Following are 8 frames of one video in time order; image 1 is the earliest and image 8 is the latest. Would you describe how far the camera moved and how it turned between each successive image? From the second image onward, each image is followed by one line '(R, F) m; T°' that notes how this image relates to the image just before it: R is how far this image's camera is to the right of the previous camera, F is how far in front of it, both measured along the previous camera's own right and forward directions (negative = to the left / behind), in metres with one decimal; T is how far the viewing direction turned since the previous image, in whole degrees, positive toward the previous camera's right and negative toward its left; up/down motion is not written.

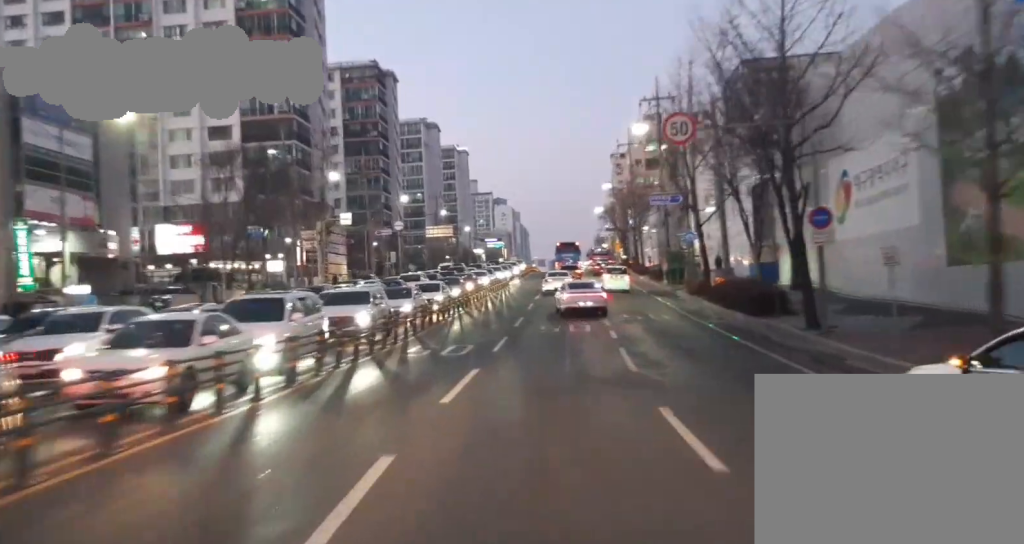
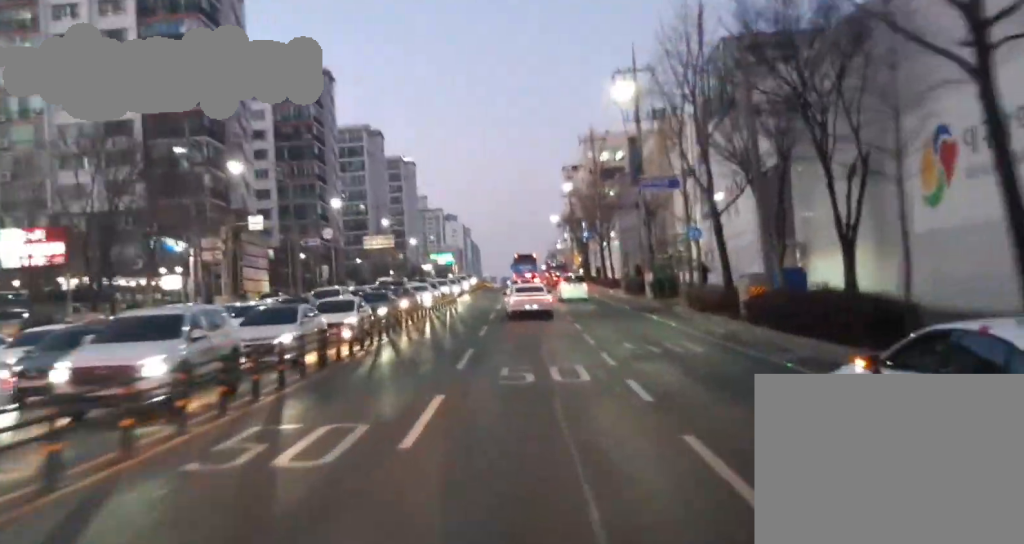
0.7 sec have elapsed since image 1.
(+0.2, +14.0) m; +1°
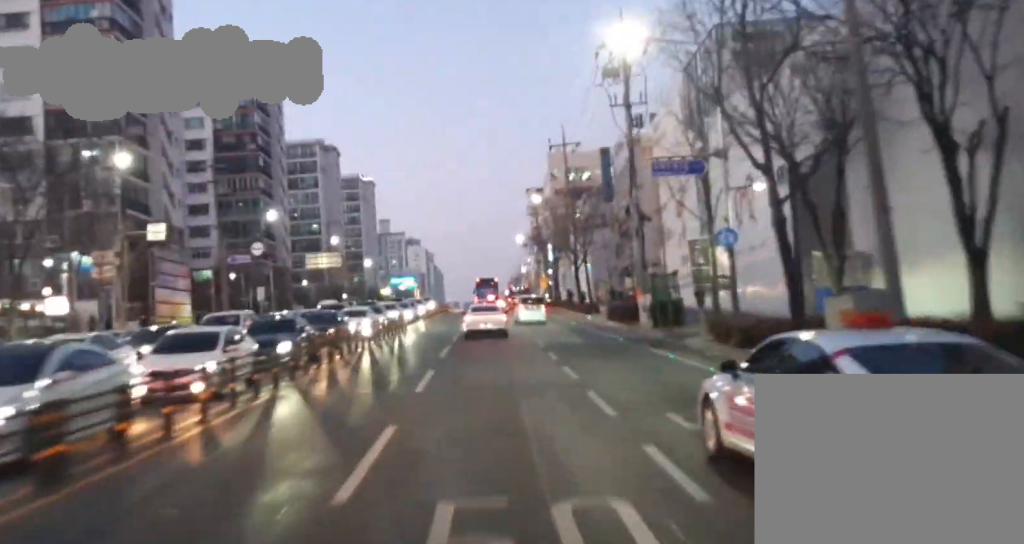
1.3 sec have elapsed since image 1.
(0.0, +11.7) m; 0°
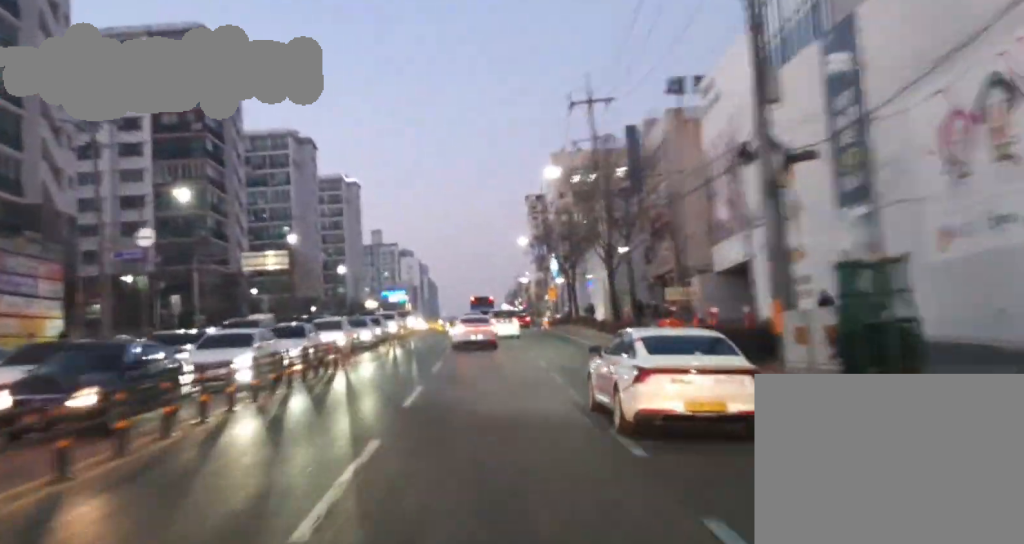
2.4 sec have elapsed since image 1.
(+0.3, +21.5) m; +4°
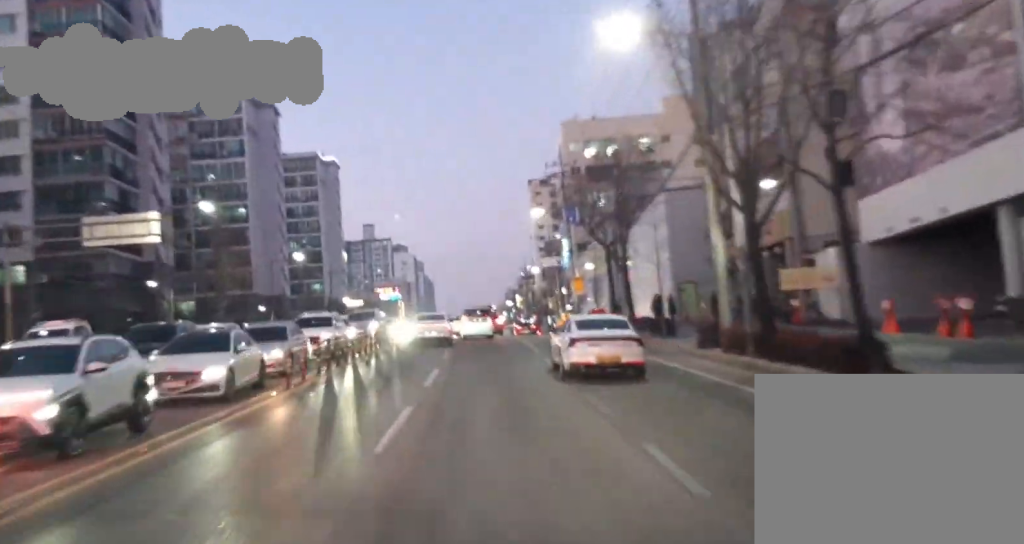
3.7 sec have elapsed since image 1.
(+1.4, +25.8) m; +3°
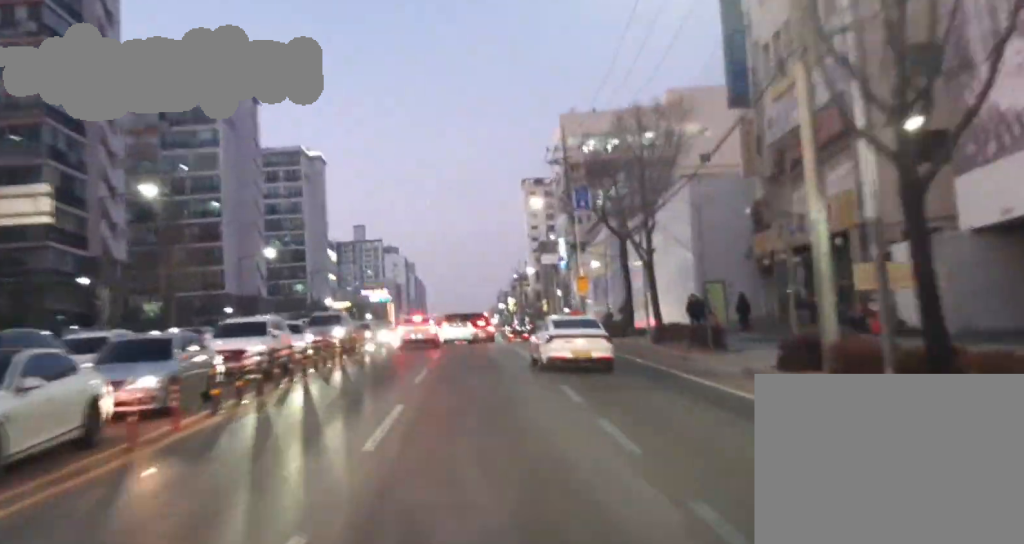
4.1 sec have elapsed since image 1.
(0.0, +9.5) m; 0°
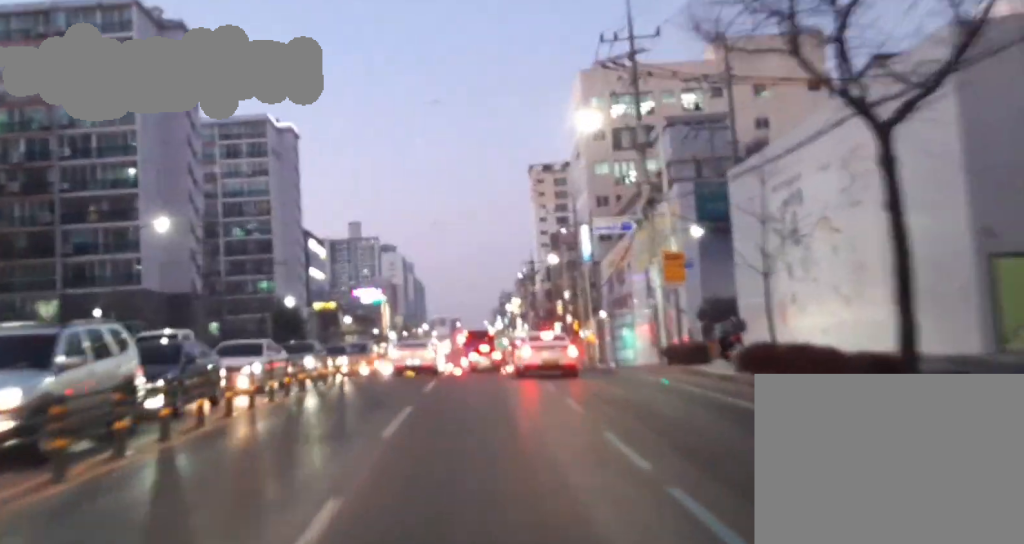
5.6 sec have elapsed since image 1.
(-0.3, +29.4) m; -1°
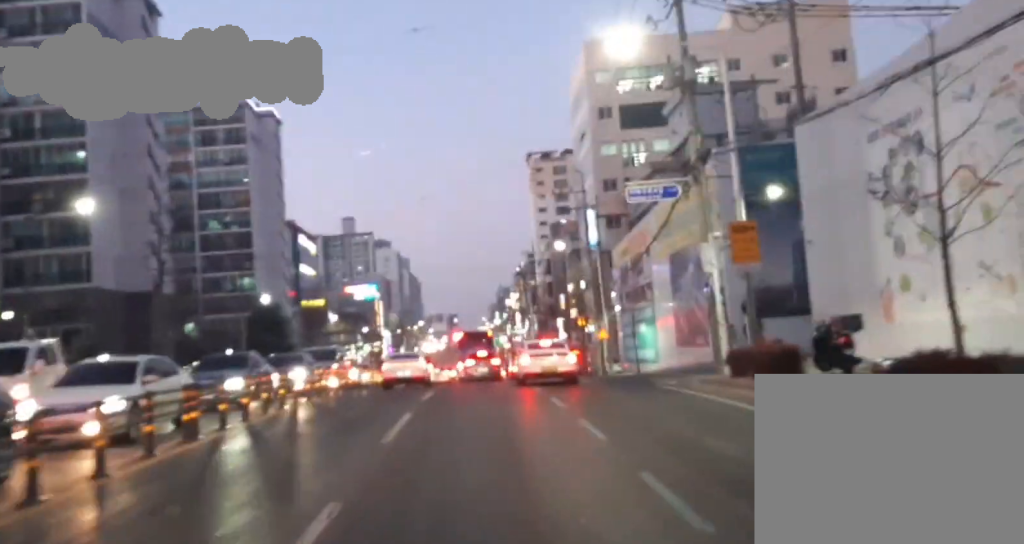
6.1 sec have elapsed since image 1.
(+0.1, +10.3) m; 0°
